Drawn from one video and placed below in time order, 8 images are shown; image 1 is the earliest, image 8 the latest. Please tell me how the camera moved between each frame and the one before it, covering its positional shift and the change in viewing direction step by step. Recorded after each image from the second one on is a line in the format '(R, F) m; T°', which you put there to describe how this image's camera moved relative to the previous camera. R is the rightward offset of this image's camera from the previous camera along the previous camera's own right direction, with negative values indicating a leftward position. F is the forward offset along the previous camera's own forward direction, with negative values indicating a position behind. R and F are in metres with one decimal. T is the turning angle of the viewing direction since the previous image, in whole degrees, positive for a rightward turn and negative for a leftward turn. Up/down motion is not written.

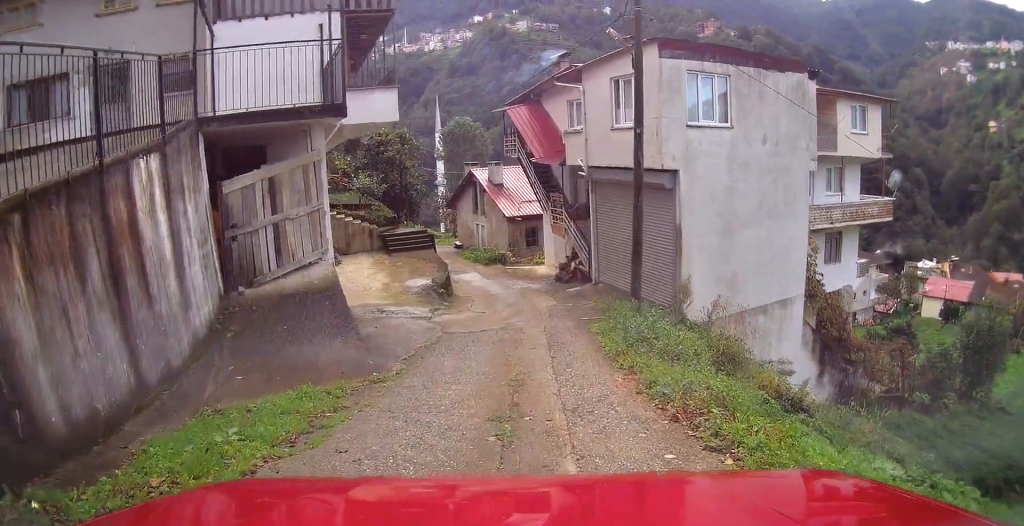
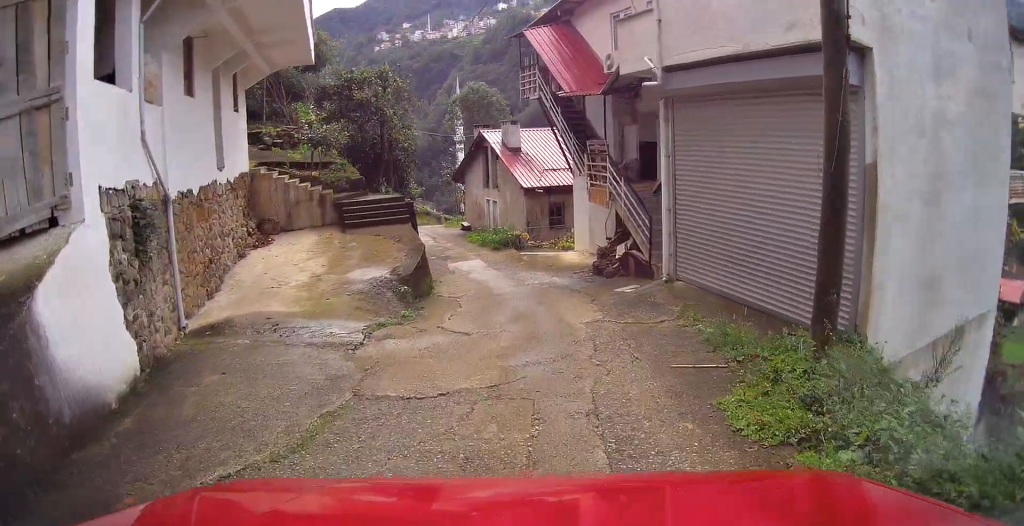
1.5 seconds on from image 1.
(-0.3, +7.1) m; -5°
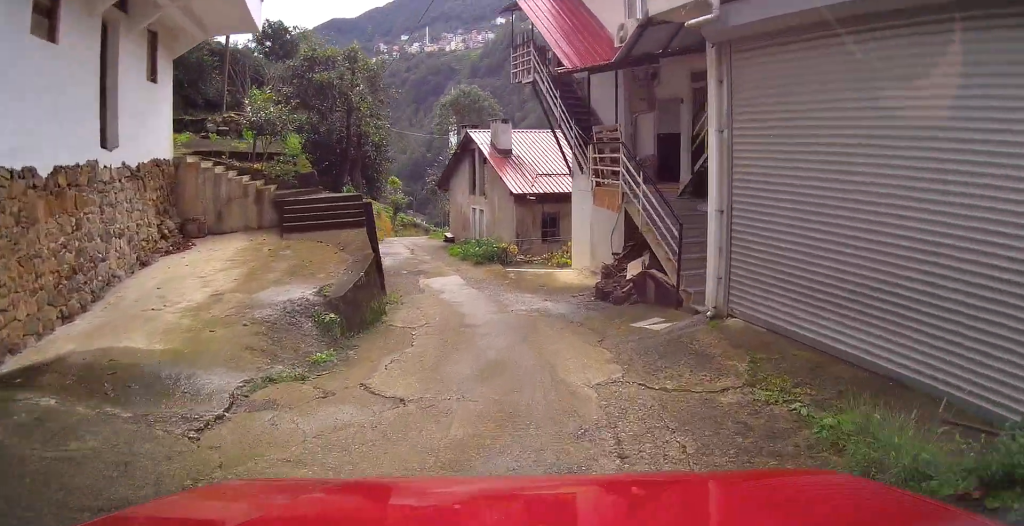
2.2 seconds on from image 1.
(-0.1, +3.3) m; -2°
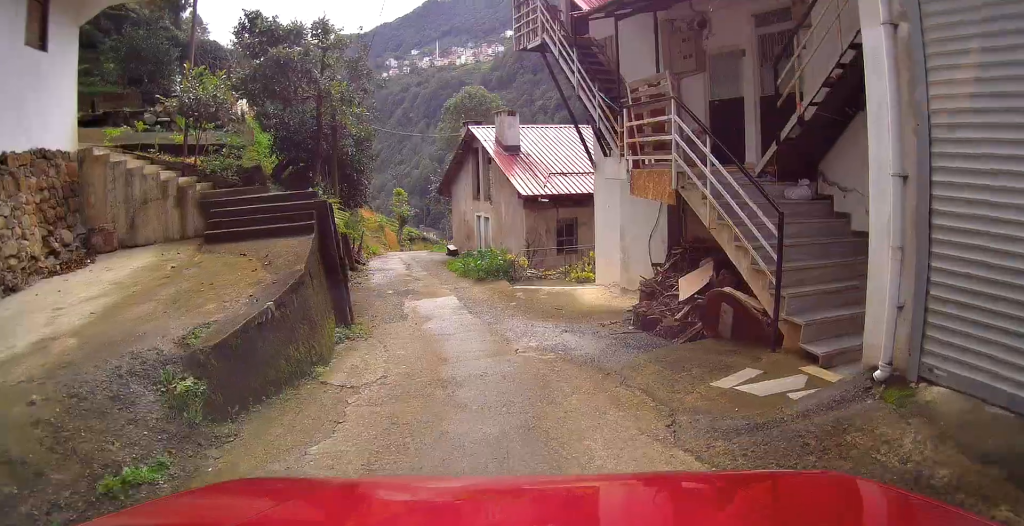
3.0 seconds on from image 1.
(-0.1, +3.6) m; -2°
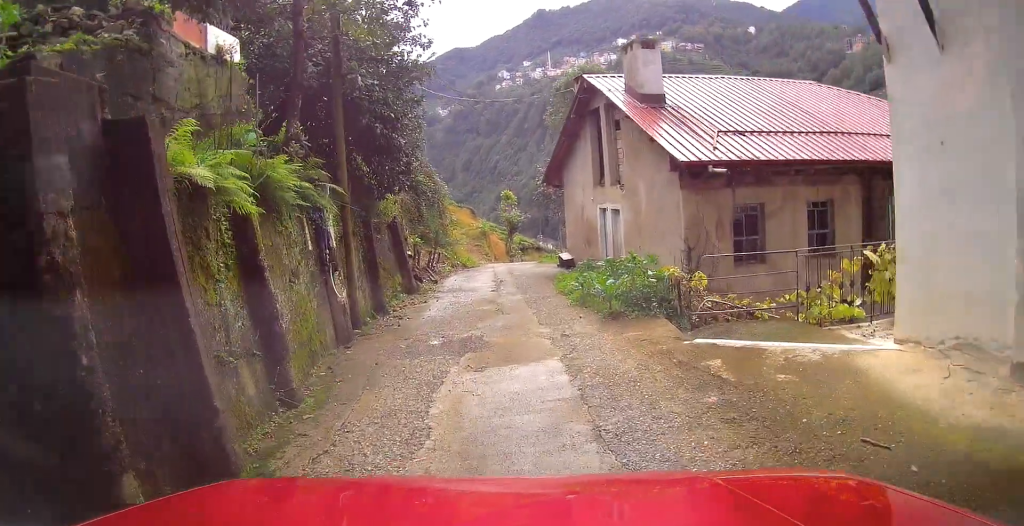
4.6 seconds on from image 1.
(-0.3, +7.5) m; -4°
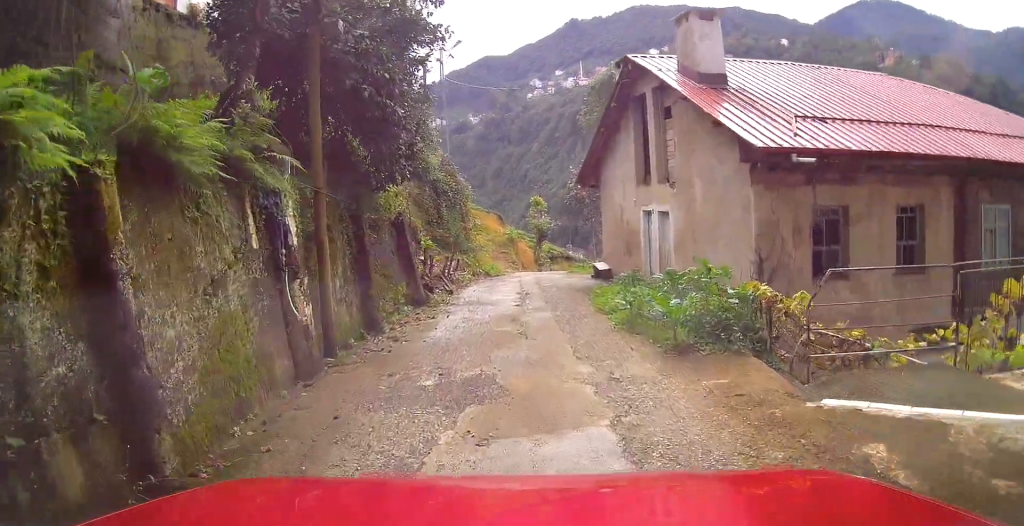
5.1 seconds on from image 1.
(0.0, +2.1) m; -1°
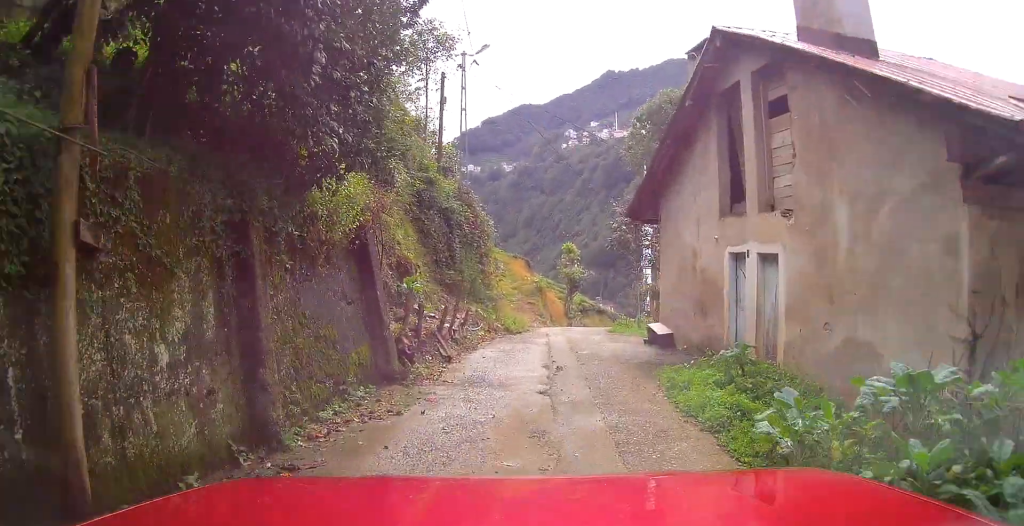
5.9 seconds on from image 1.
(0.0, +3.9) m; -2°
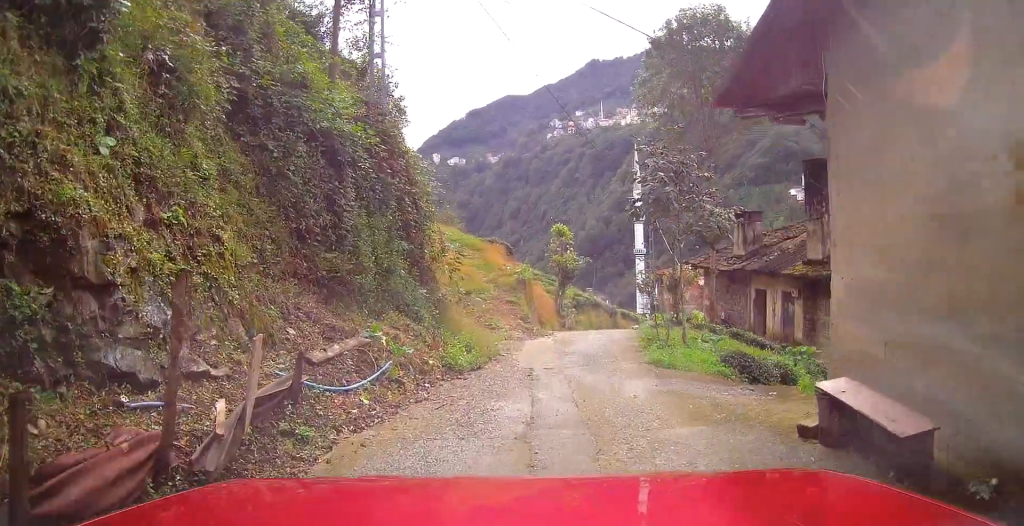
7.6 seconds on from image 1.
(-0.2, +8.1) m; 0°
